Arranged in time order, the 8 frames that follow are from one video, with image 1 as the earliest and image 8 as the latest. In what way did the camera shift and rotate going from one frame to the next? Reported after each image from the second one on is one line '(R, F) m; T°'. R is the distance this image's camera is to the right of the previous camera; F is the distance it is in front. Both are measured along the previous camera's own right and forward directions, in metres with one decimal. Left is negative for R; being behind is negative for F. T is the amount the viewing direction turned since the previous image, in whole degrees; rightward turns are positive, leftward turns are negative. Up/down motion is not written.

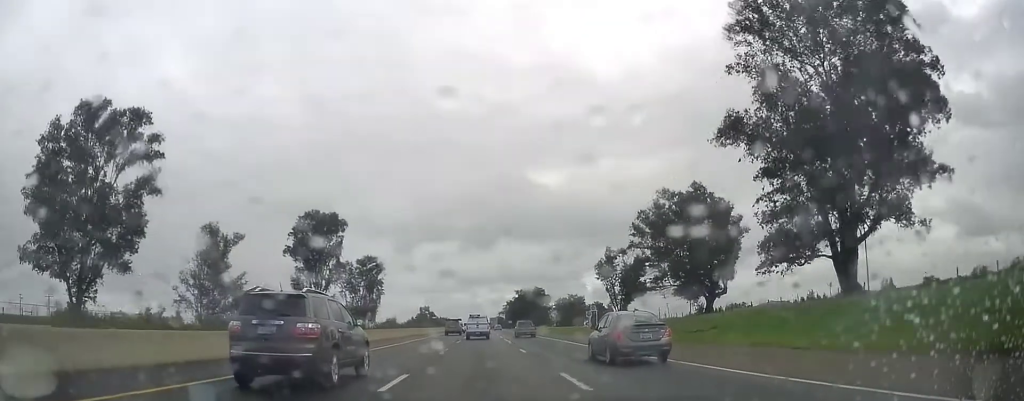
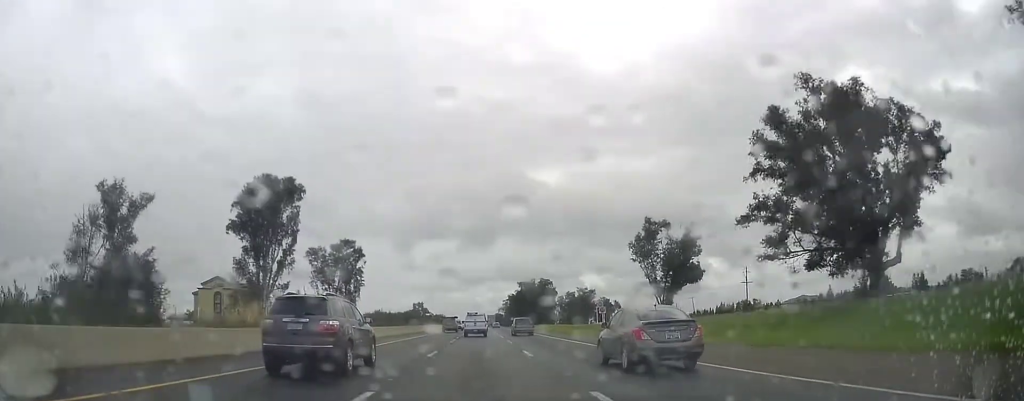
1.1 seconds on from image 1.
(+0.3, +34.6) m; -1°
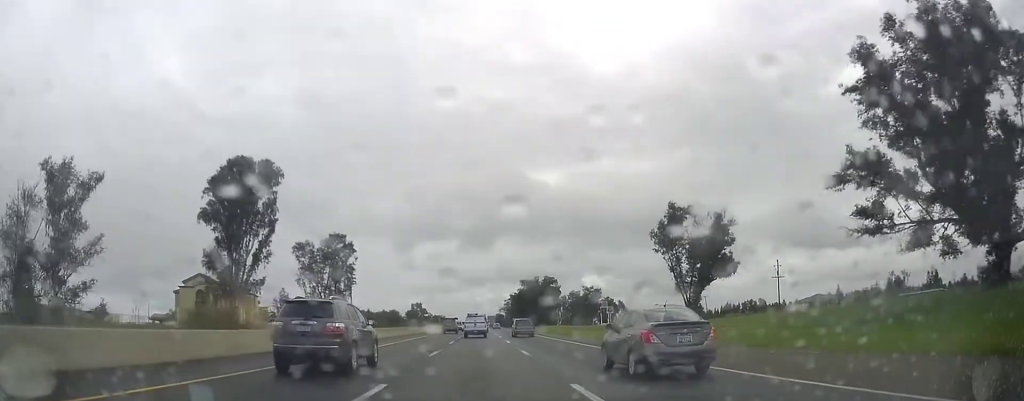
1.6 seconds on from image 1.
(-0.3, +13.3) m; 0°
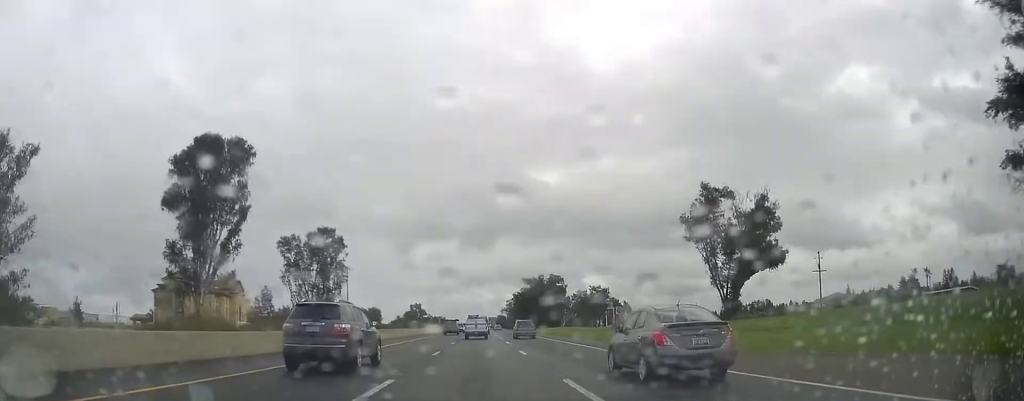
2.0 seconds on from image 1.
(-0.3, +14.2) m; 0°
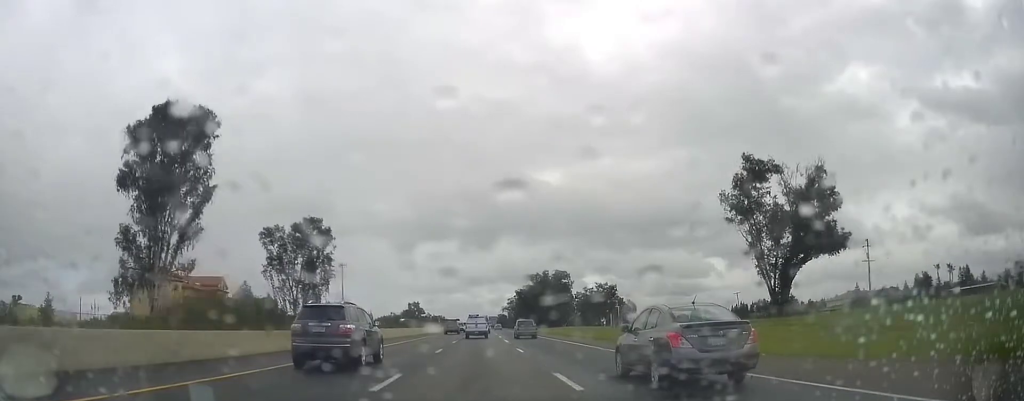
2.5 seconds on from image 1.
(+0.3, +13.2) m; 0°
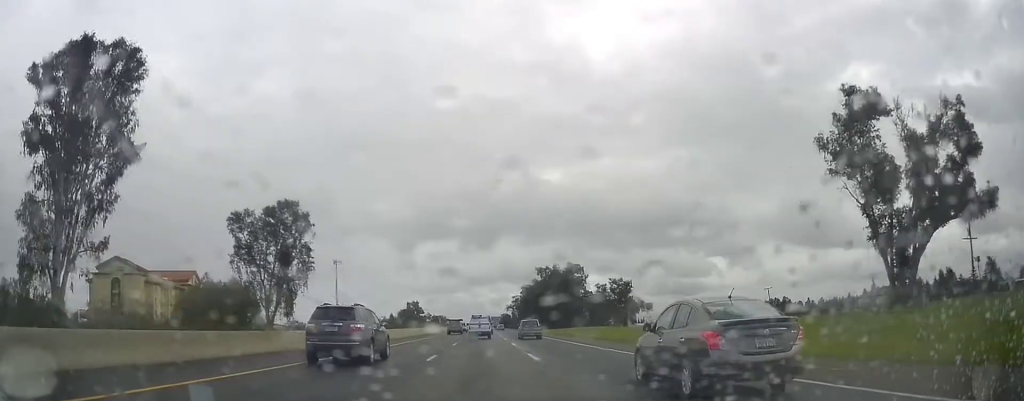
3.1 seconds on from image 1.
(+0.4, +19.3) m; 0°
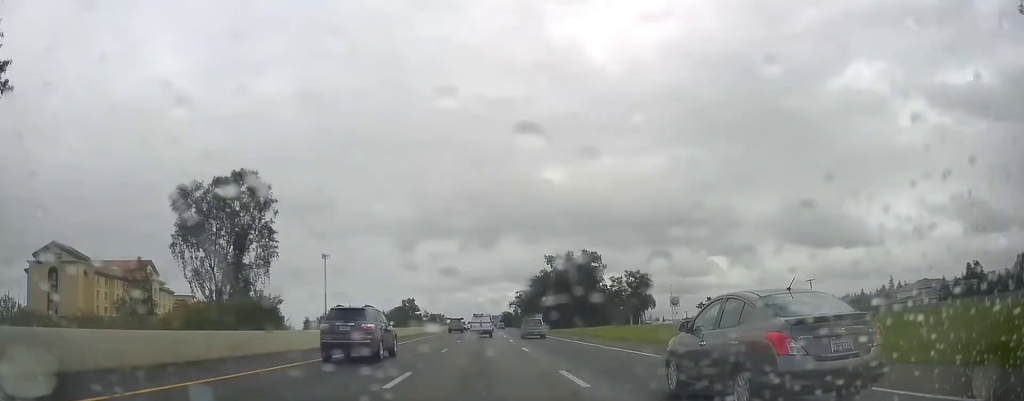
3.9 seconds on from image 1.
(-0.6, +24.3) m; 0°
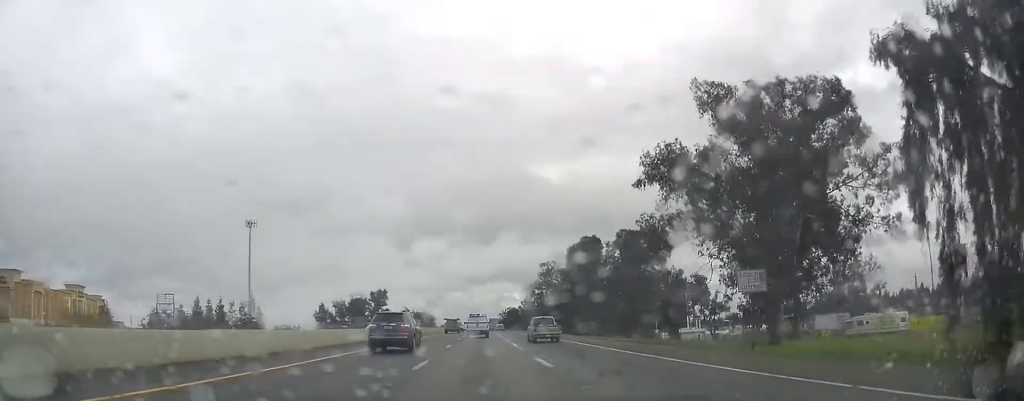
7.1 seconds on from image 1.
(+0.4, +98.3) m; 0°
